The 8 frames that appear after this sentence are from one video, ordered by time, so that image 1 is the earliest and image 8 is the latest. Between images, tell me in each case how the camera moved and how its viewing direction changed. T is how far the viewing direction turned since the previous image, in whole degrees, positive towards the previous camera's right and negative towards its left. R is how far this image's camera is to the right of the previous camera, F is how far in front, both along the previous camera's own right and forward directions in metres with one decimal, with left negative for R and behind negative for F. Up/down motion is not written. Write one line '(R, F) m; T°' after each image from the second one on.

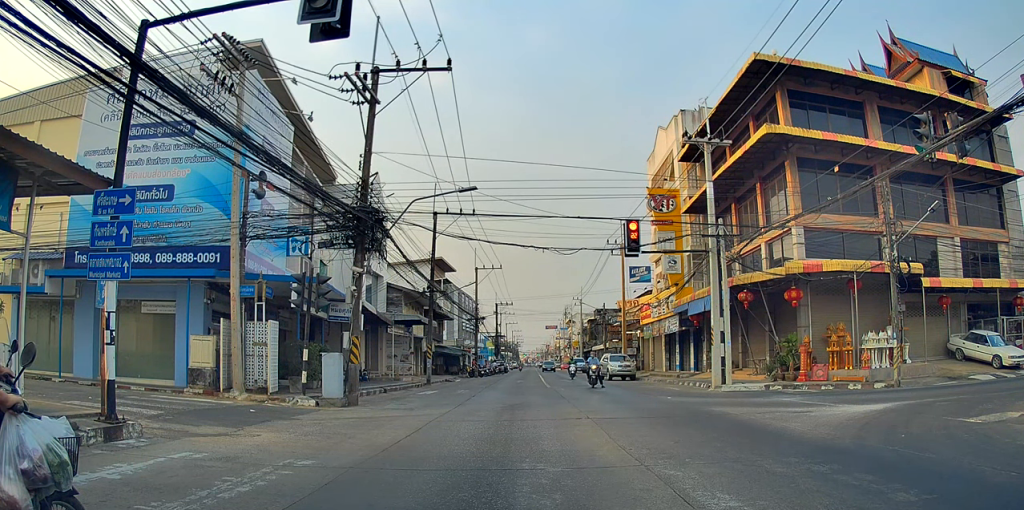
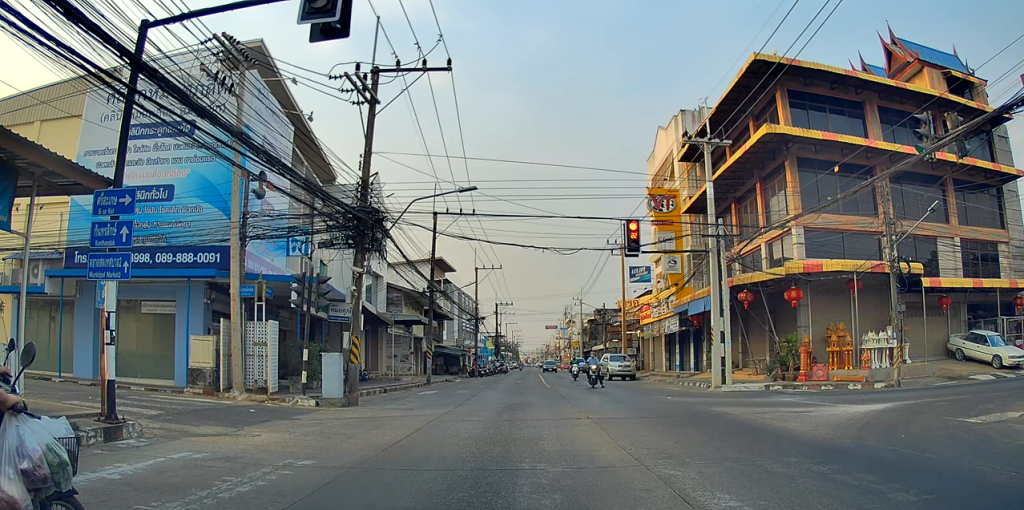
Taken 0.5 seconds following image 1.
(0.0, 0.0) m; 0°
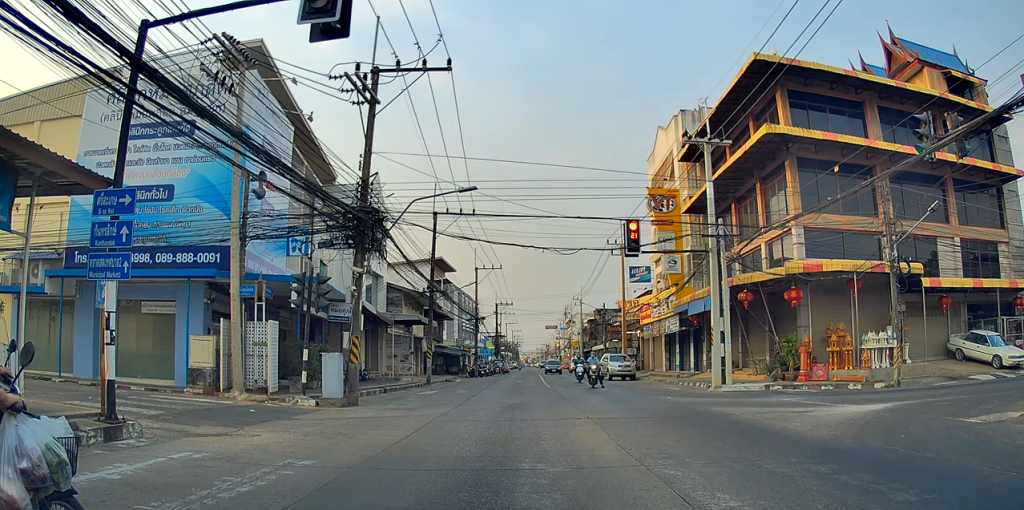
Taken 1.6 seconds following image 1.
(0.0, 0.0) m; 0°
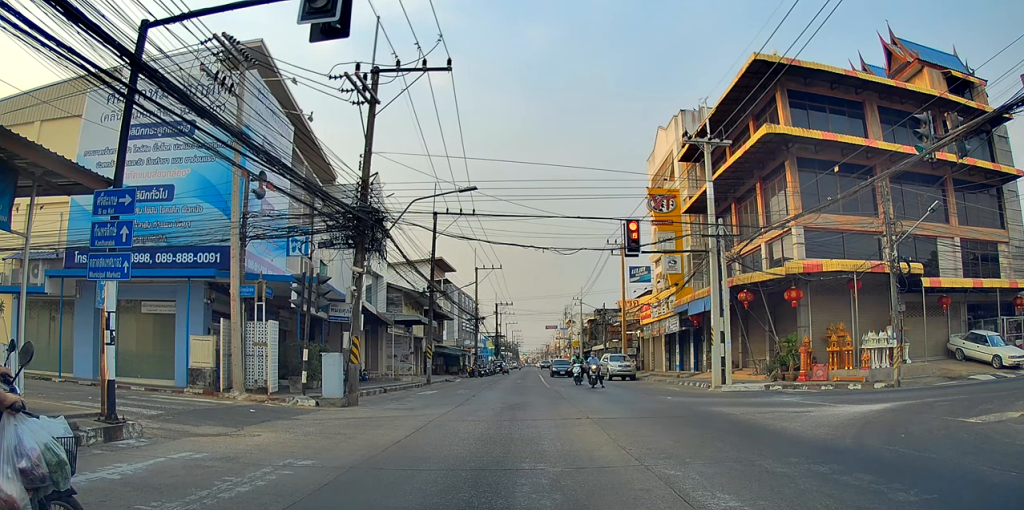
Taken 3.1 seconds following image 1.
(0.0, 0.0) m; 0°
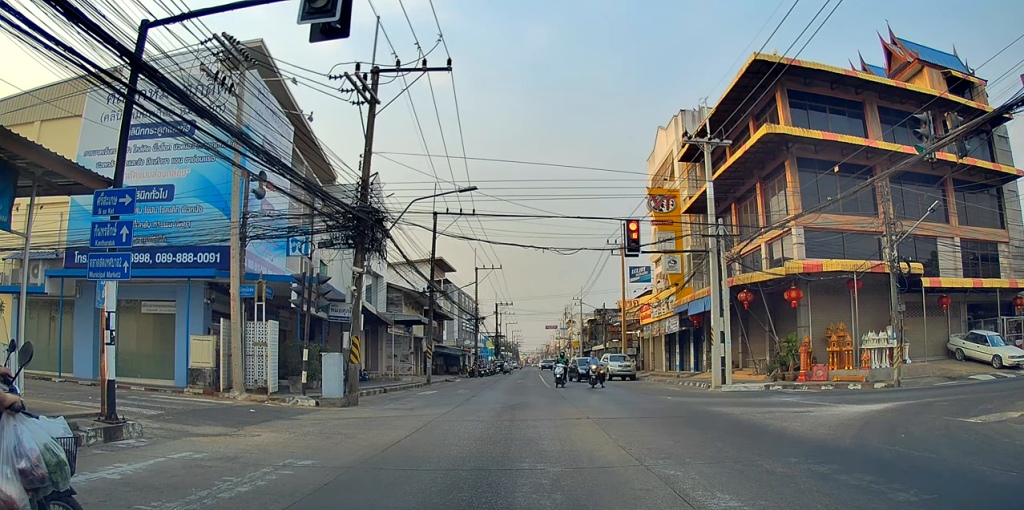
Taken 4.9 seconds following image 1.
(0.0, 0.0) m; 0°
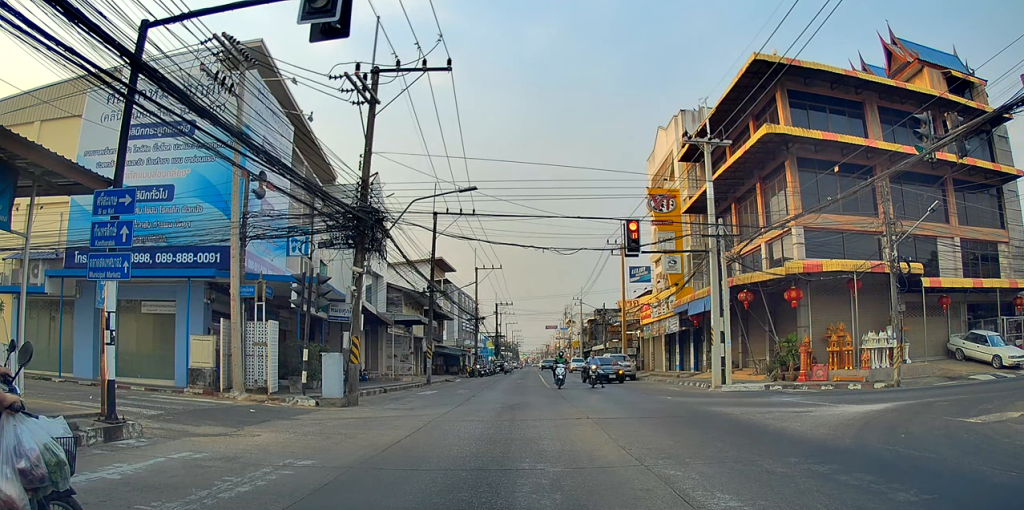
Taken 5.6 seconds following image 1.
(0.0, 0.0) m; 0°
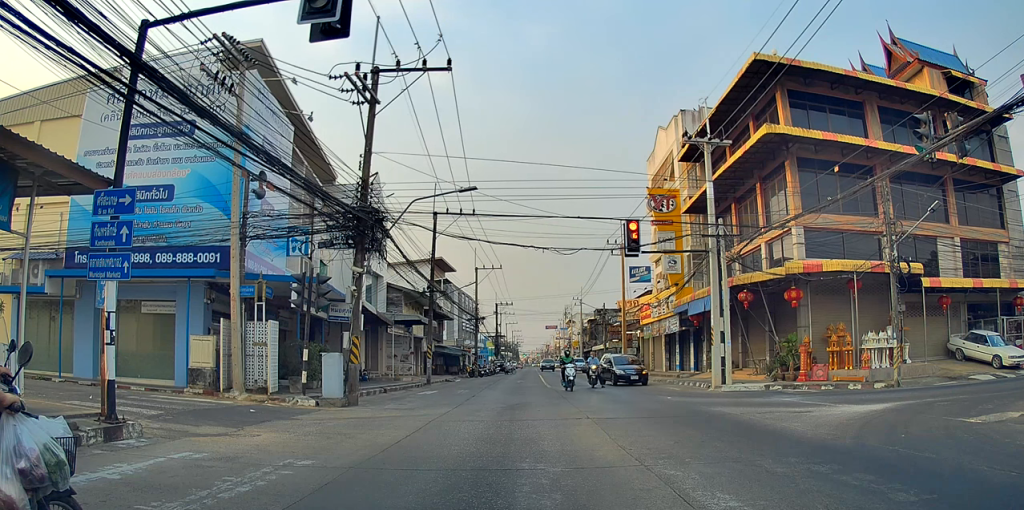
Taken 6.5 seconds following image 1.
(0.0, 0.0) m; 0°
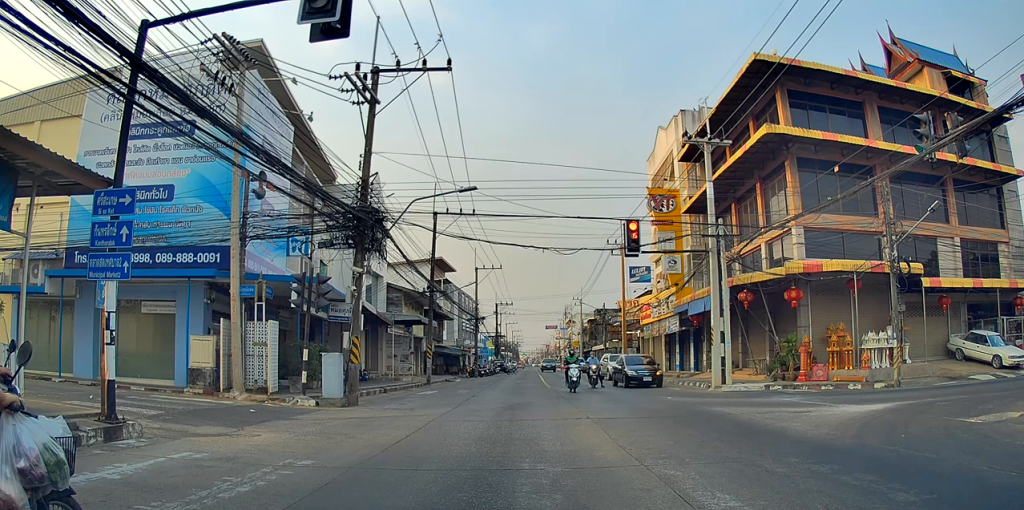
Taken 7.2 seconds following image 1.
(0.0, 0.0) m; 0°
